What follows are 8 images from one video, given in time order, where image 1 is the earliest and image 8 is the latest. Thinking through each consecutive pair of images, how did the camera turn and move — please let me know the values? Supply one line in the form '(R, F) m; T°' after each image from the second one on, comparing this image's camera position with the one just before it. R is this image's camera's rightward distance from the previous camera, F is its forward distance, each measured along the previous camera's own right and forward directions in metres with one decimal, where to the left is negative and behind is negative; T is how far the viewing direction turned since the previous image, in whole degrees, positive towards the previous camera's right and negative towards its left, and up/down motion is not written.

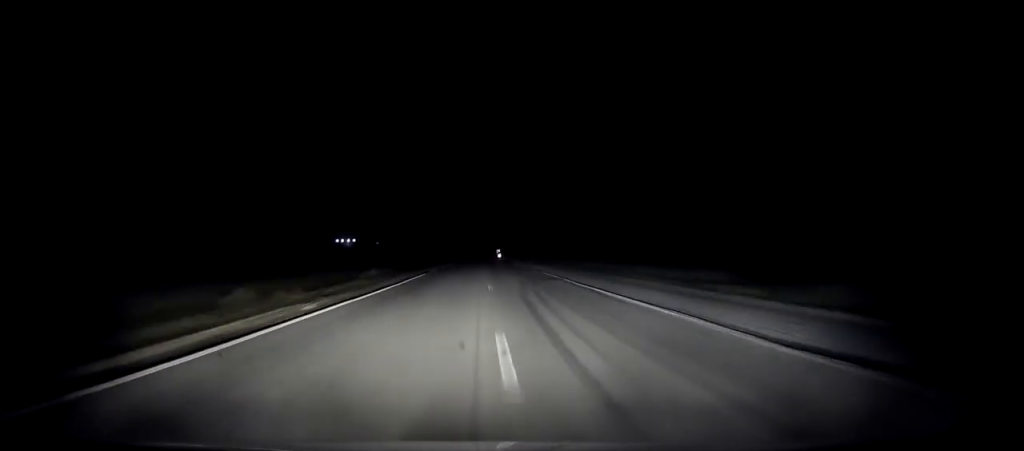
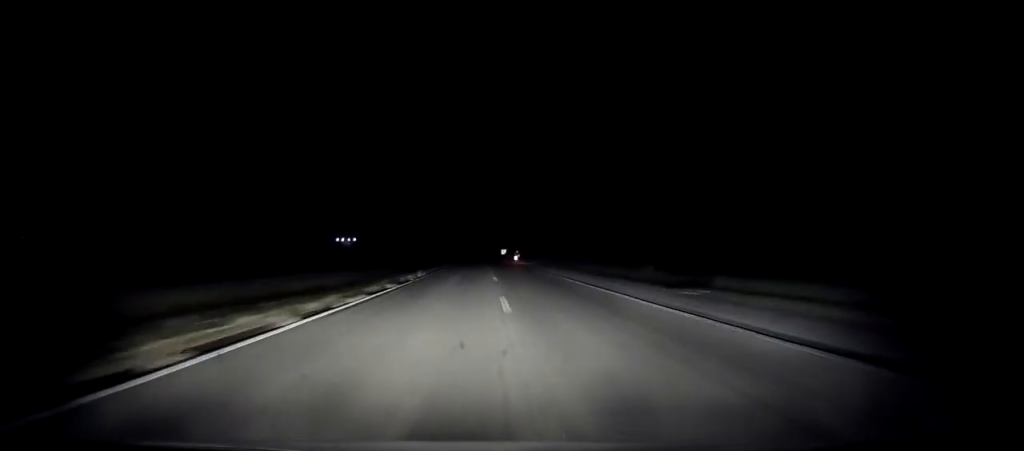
(0.0, +55.3) m; 0°
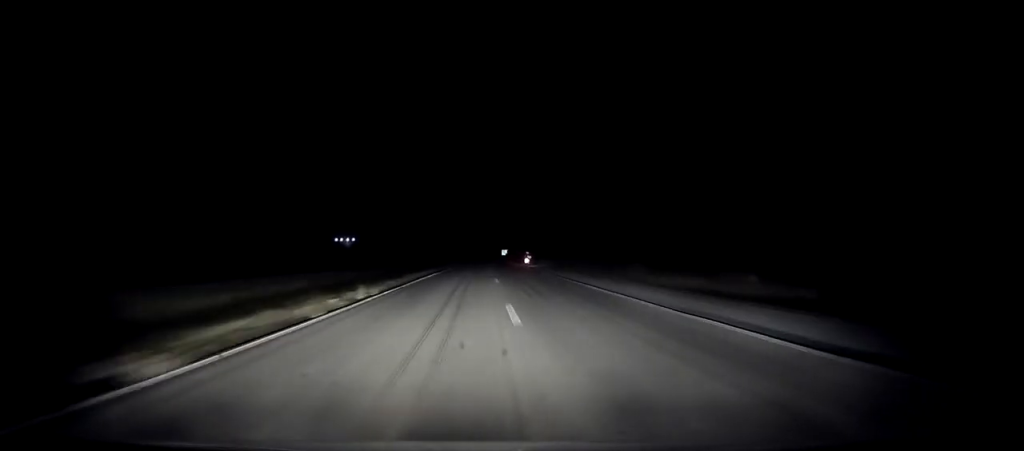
(0.0, +18.0) m; 0°
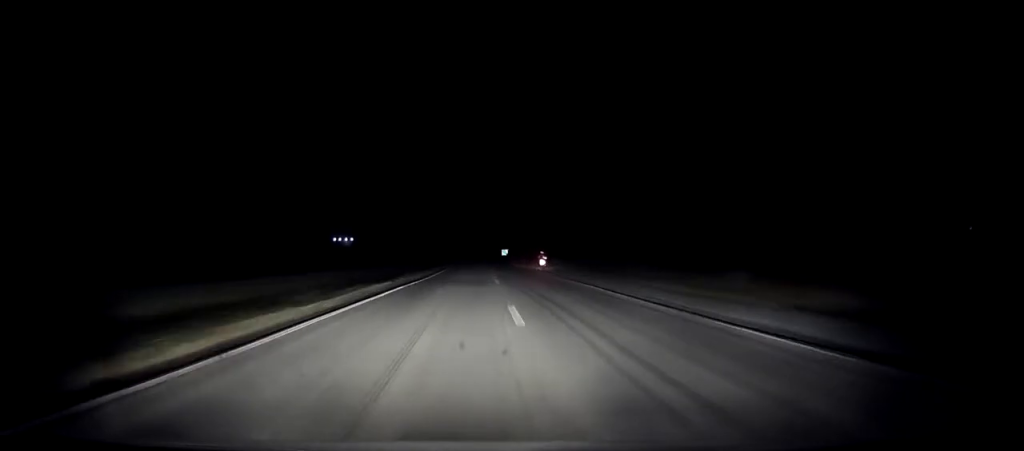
(0.0, +16.8) m; 0°
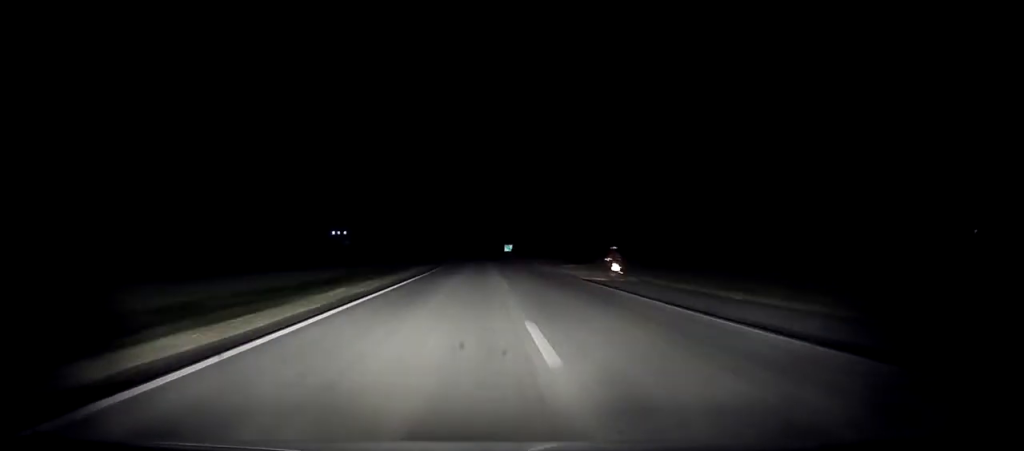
(+0.1, +35.6) m; 0°
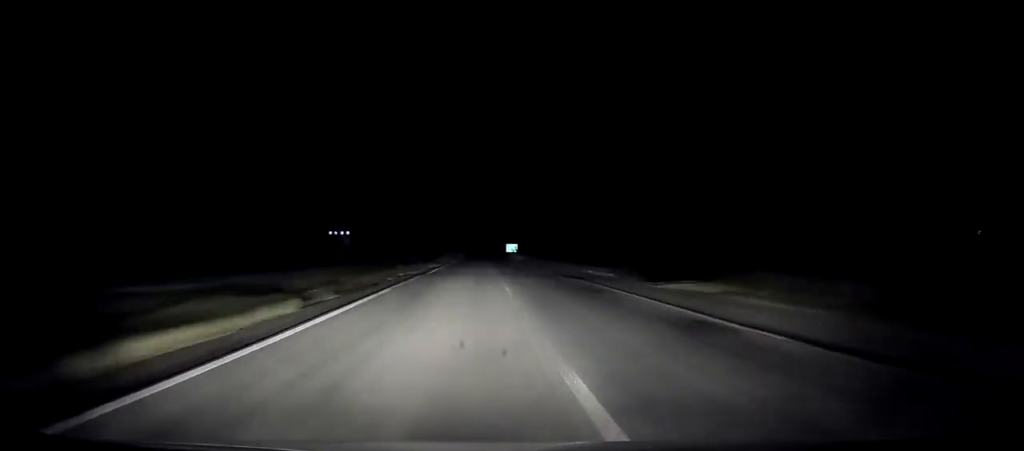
(+0.1, +36.0) m; 0°
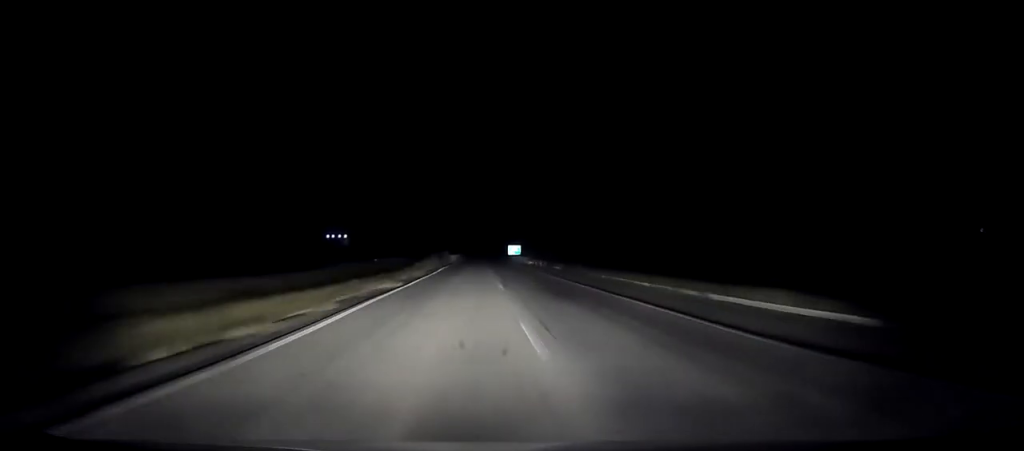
(-0.2, +26.4) m; 0°
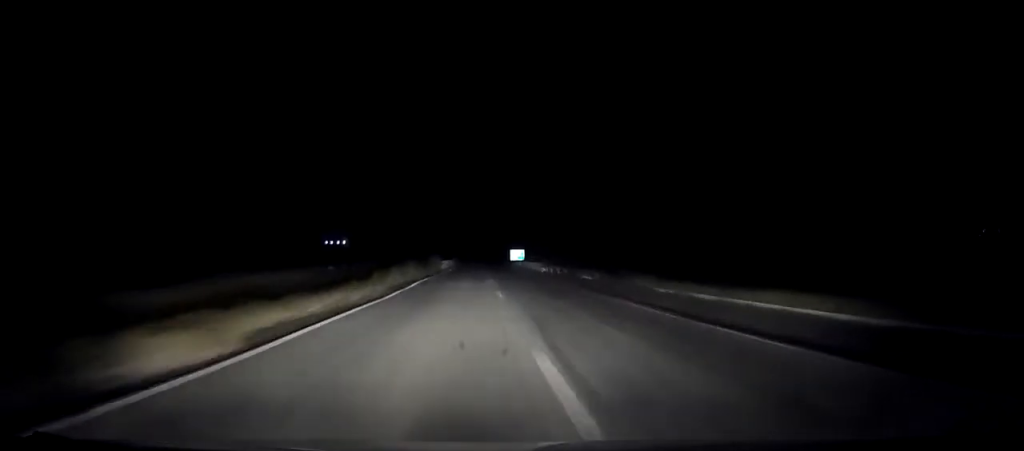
(+0.1, +19.3) m; 0°
